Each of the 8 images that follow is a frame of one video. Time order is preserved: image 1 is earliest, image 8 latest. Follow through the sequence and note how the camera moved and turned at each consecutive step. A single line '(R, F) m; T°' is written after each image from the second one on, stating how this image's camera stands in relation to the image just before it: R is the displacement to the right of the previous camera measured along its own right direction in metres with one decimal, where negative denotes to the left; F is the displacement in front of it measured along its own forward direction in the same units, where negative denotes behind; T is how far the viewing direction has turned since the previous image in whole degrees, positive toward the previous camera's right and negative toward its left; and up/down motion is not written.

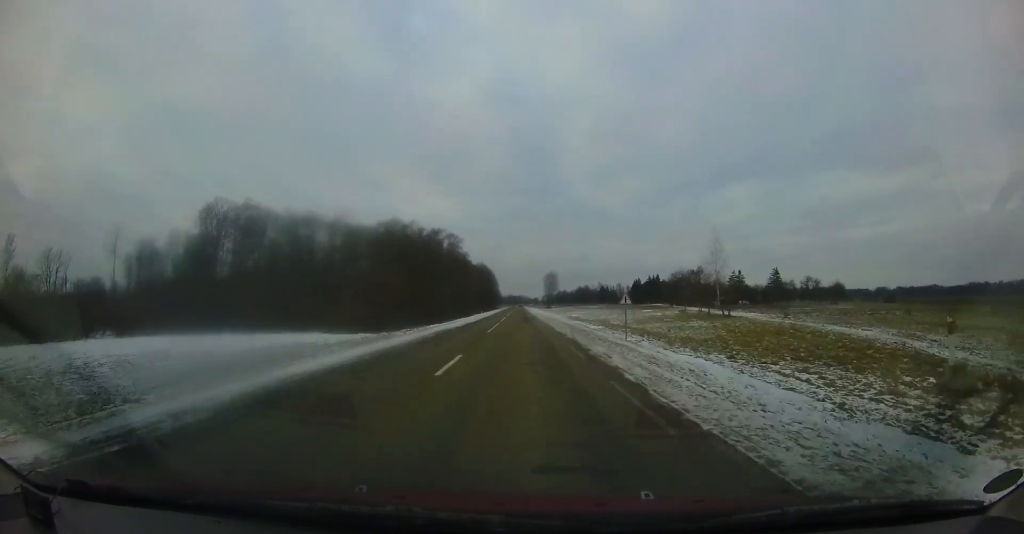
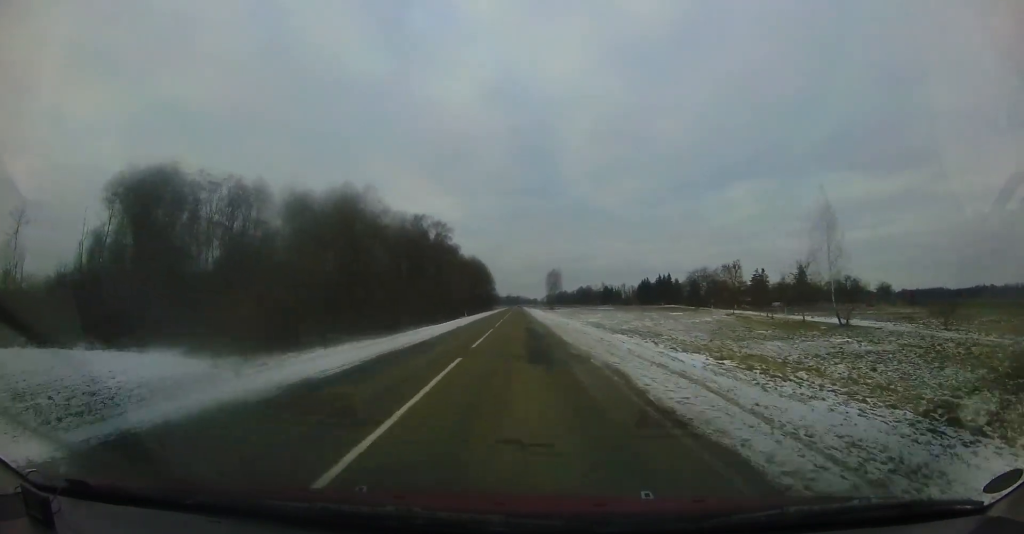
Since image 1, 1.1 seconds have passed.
(-0.3, +18.7) m; 0°
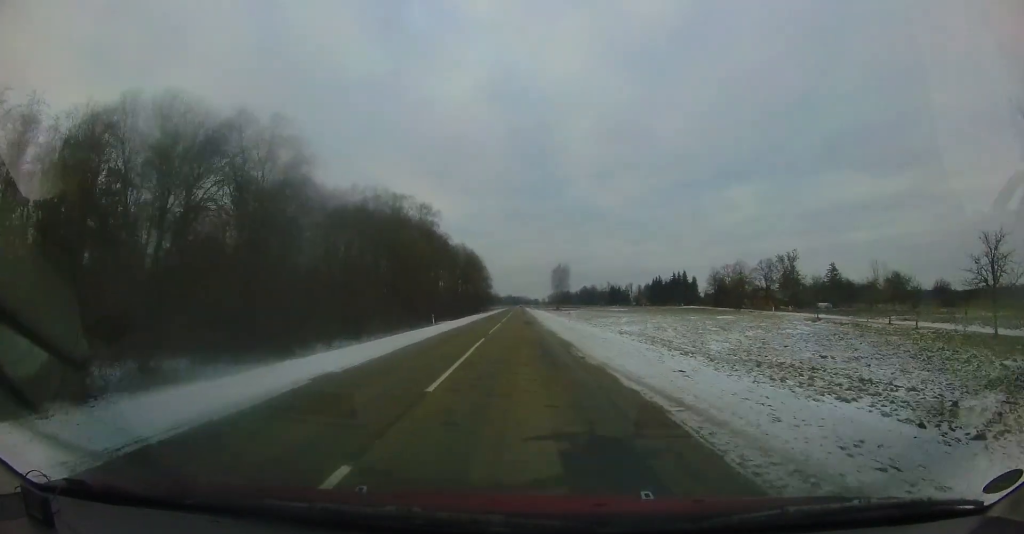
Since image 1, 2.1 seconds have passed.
(+0.4, +18.9) m; 0°
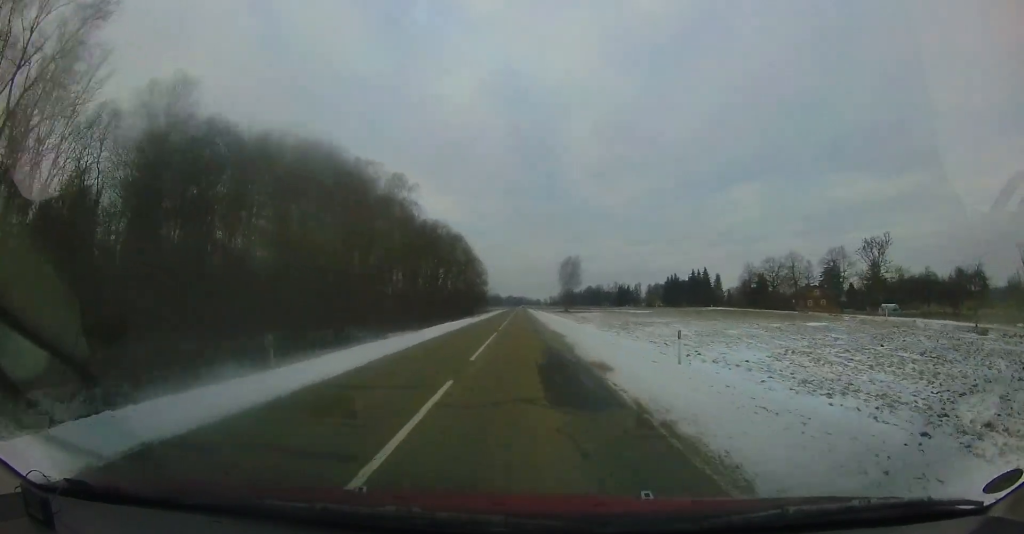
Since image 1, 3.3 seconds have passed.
(-0.4, +20.7) m; -1°
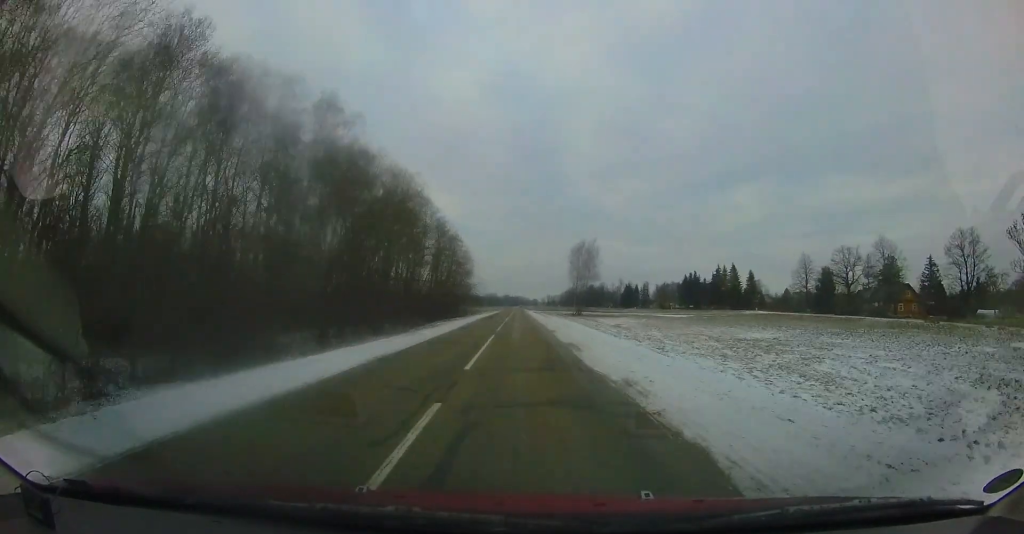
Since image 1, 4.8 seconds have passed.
(+0.4, +25.9) m; +1°
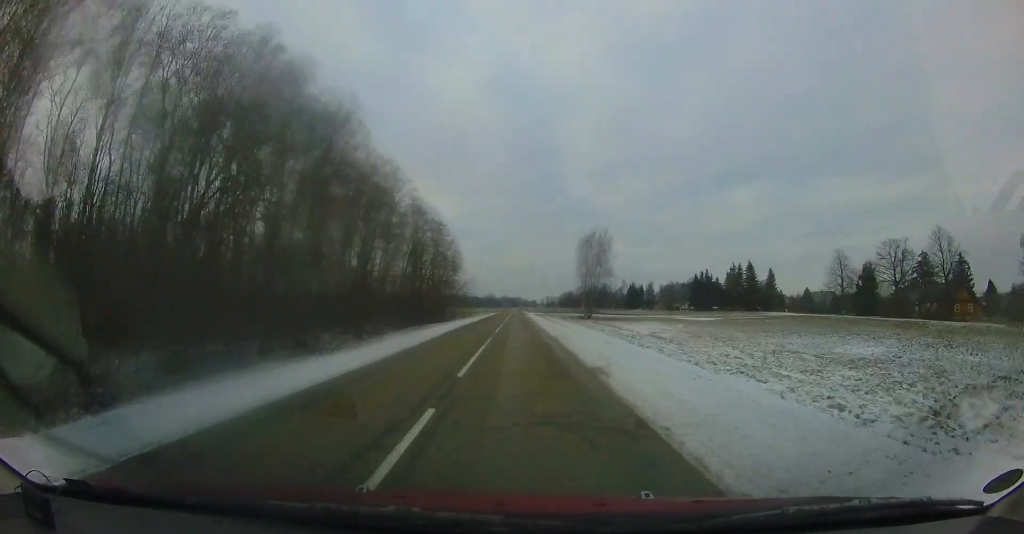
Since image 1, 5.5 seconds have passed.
(-0.1, +12.4) m; -1°
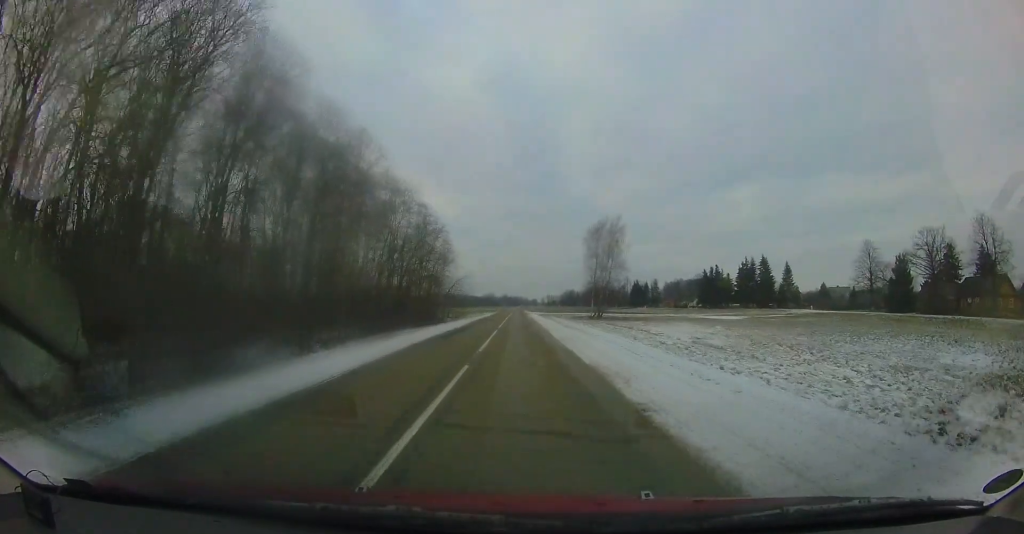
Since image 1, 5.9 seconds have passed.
(-0.1, +8.2) m; 0°
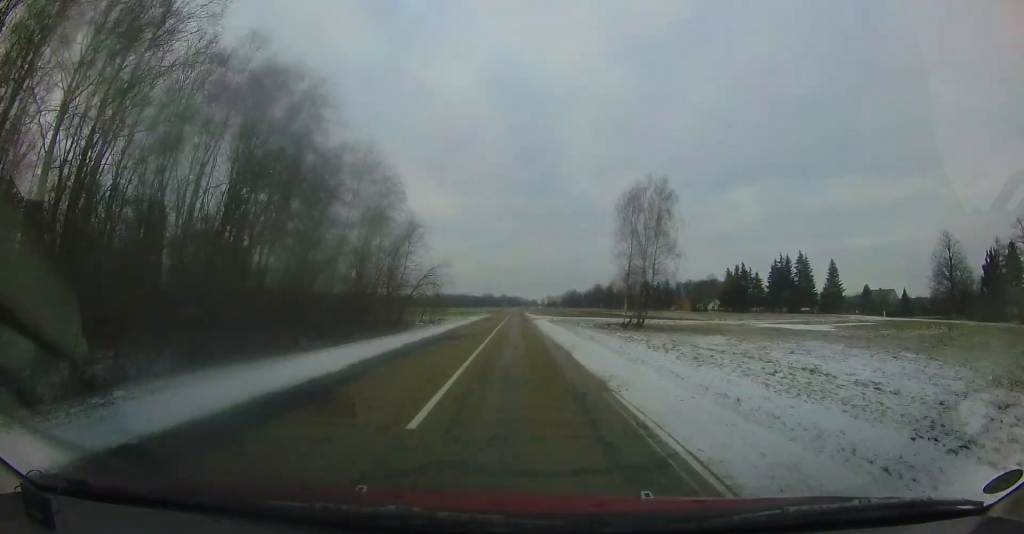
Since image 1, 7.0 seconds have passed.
(-0.1, +19.3) m; +1°
